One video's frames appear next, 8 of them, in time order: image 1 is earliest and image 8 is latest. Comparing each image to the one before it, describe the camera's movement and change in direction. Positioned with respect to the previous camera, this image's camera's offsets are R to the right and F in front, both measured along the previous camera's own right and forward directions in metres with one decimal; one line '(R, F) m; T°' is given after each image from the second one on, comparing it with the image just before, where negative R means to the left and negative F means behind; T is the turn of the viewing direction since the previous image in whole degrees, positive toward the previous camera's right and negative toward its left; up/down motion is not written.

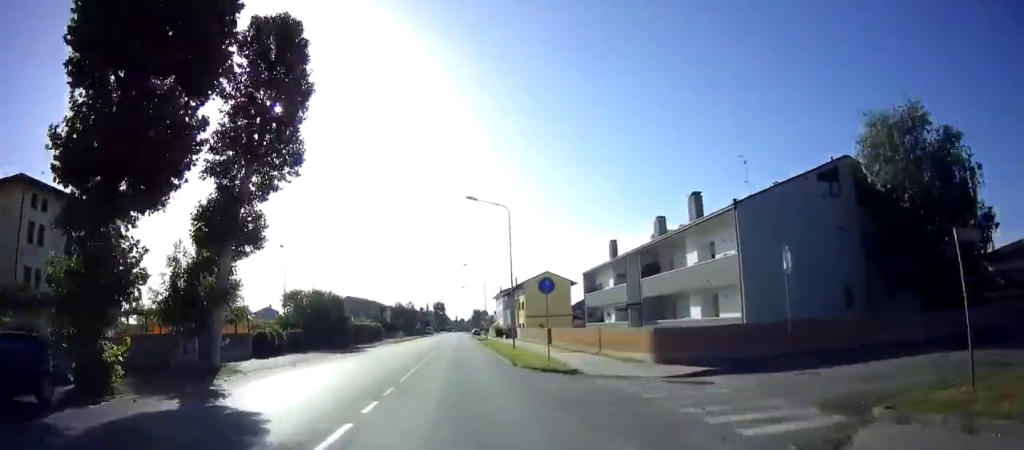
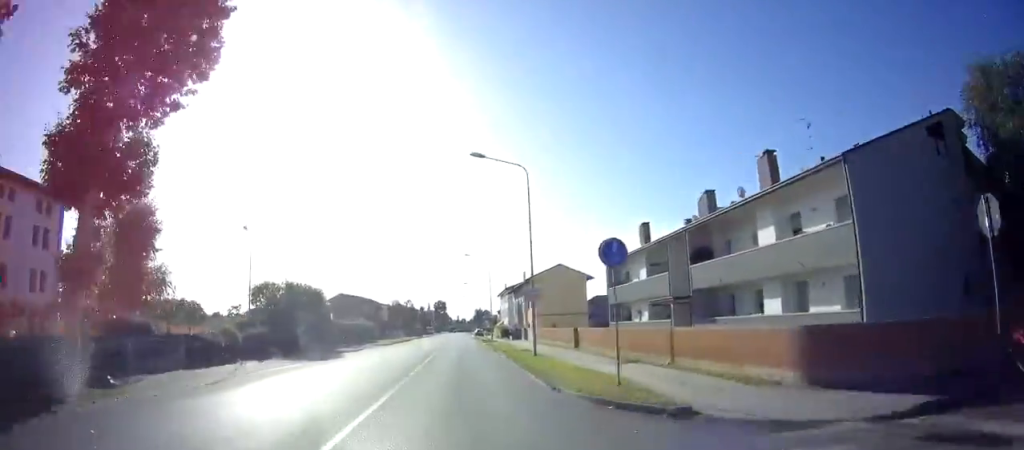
(0.0, +8.1) m; 0°
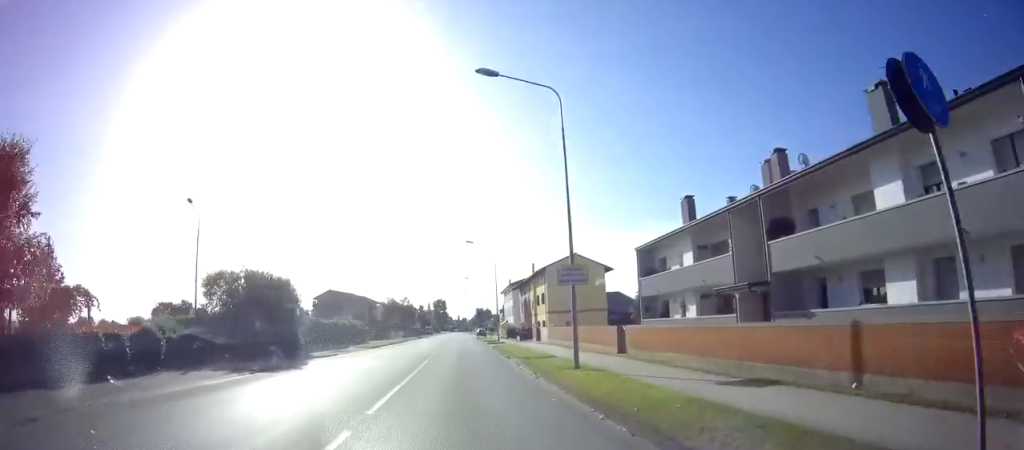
(0.0, +8.2) m; 0°
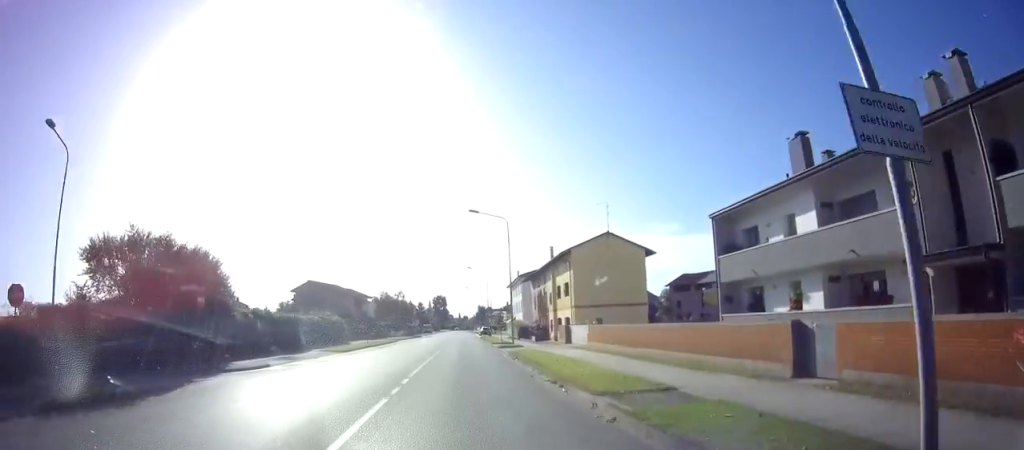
(0.0, +12.1) m; 0°
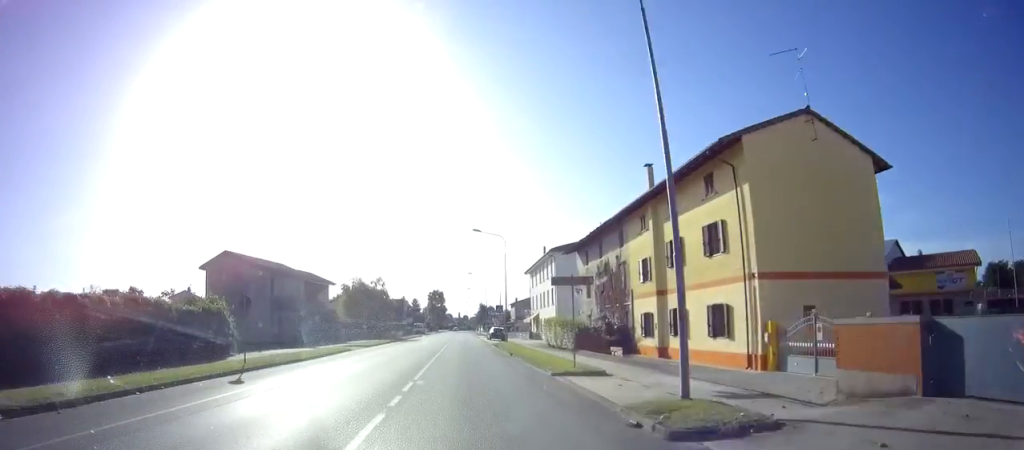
(0.0, +27.7) m; -2°
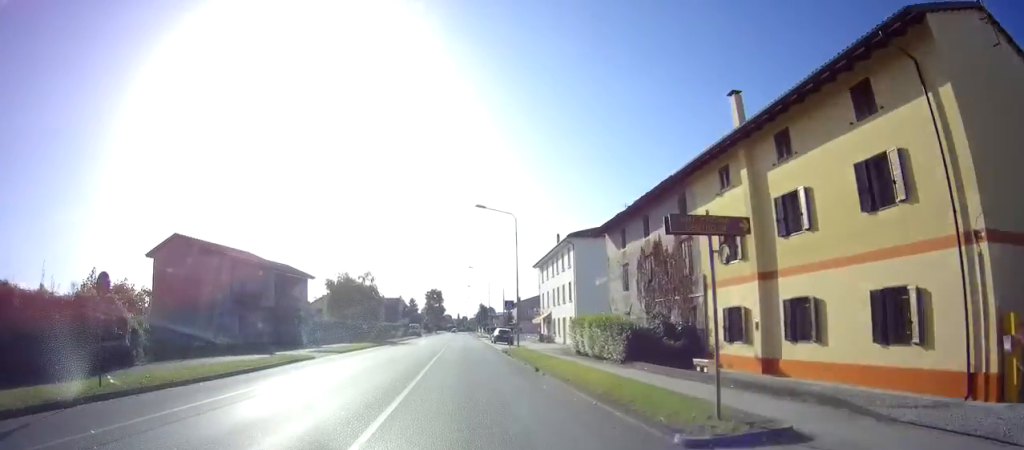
(-0.2, +8.9) m; 0°
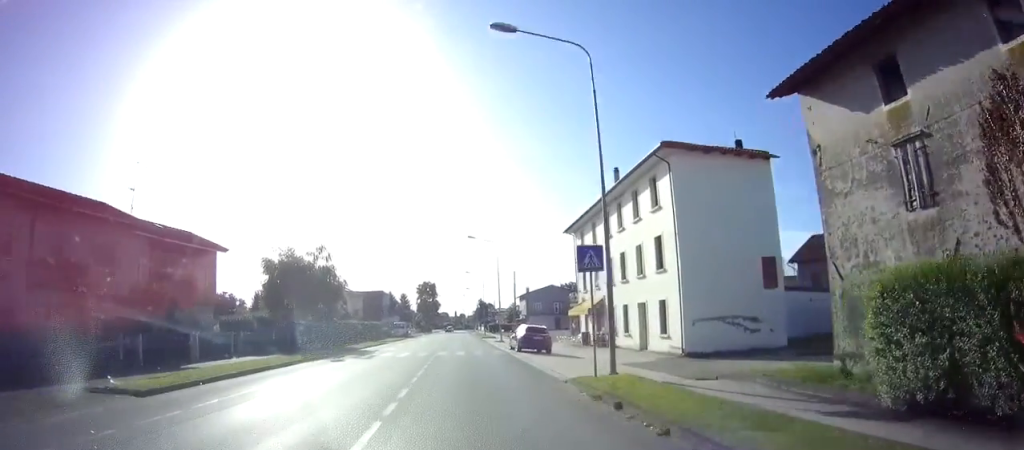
(+0.1, +21.3) m; +1°
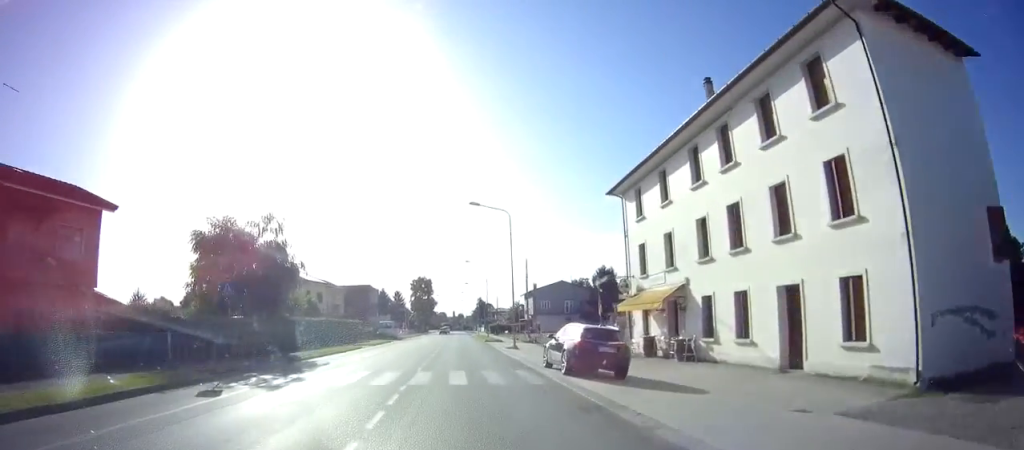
(+0.1, +13.5) m; +1°
